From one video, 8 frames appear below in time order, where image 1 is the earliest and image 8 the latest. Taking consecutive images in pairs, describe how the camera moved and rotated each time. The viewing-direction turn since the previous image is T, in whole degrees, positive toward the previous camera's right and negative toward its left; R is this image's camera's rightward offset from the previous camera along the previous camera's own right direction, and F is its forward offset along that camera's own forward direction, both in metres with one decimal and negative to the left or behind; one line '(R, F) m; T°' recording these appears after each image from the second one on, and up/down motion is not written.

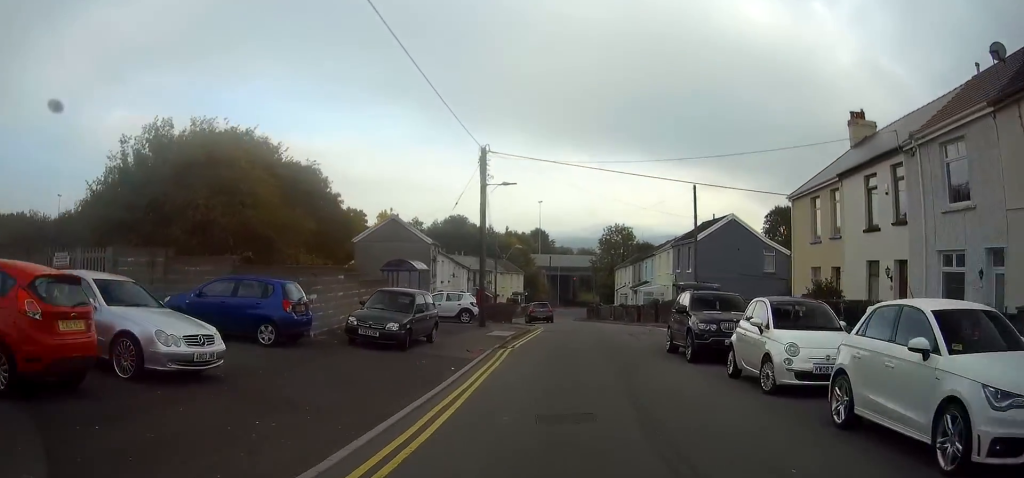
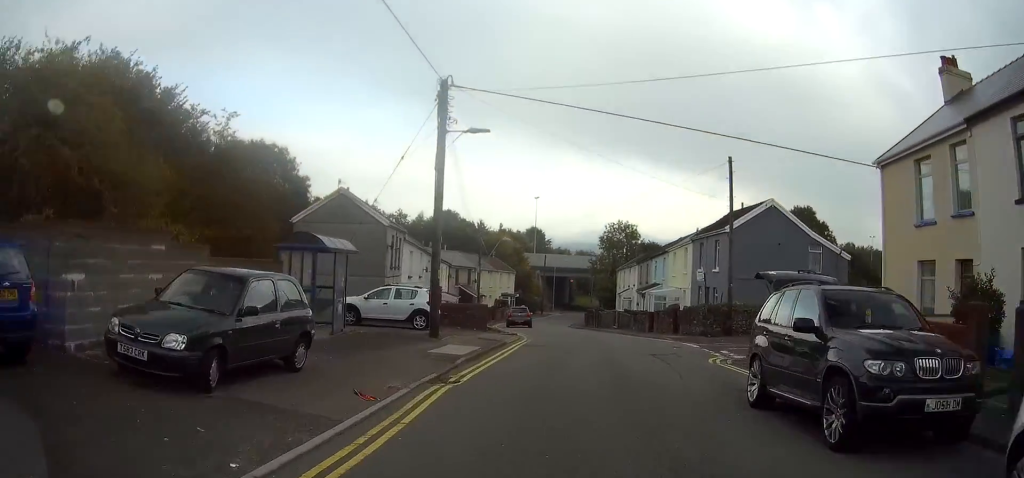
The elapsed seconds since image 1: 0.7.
(0.0, +8.2) m; -1°
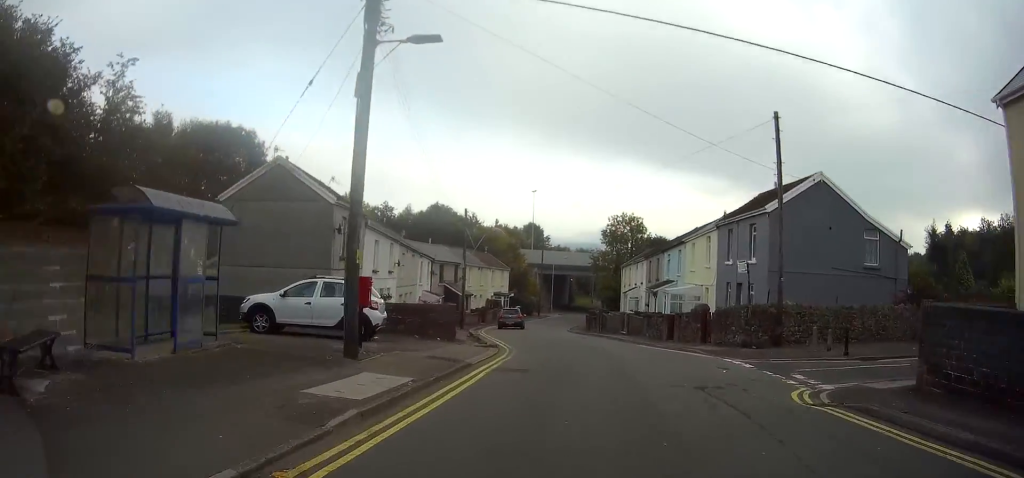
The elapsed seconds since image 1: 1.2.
(0.0, +6.7) m; -1°
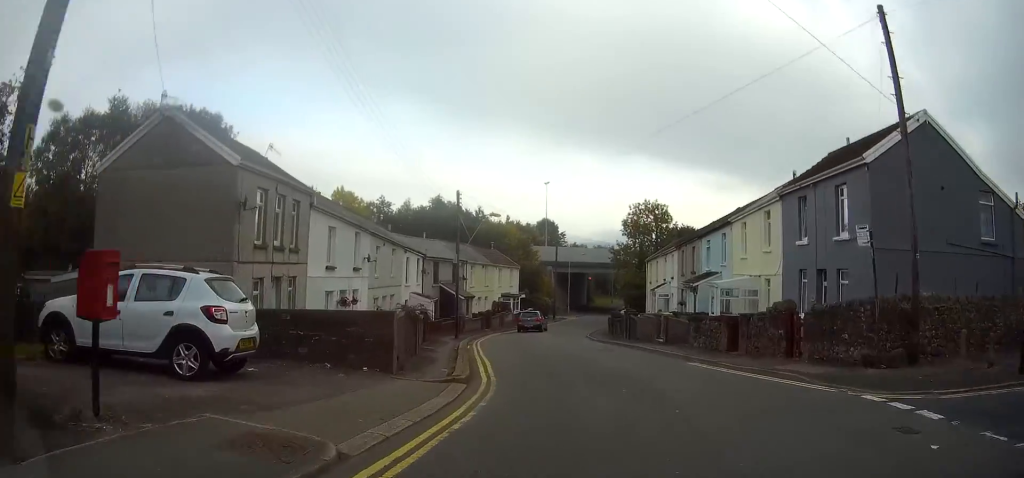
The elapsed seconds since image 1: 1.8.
(-0.1, +8.2) m; -1°
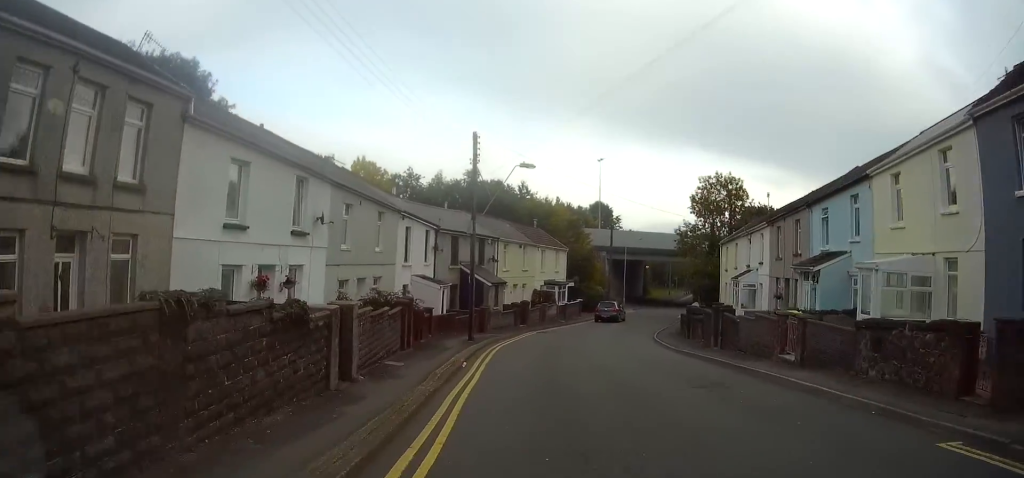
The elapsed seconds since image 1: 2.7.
(-0.1, +11.0) m; -1°
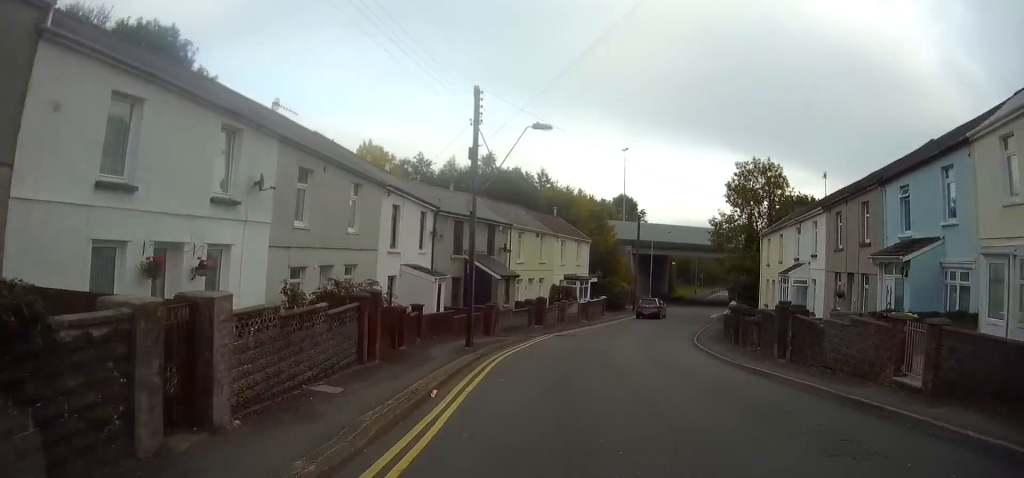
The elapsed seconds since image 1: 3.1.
(0.0, +5.3) m; -1°
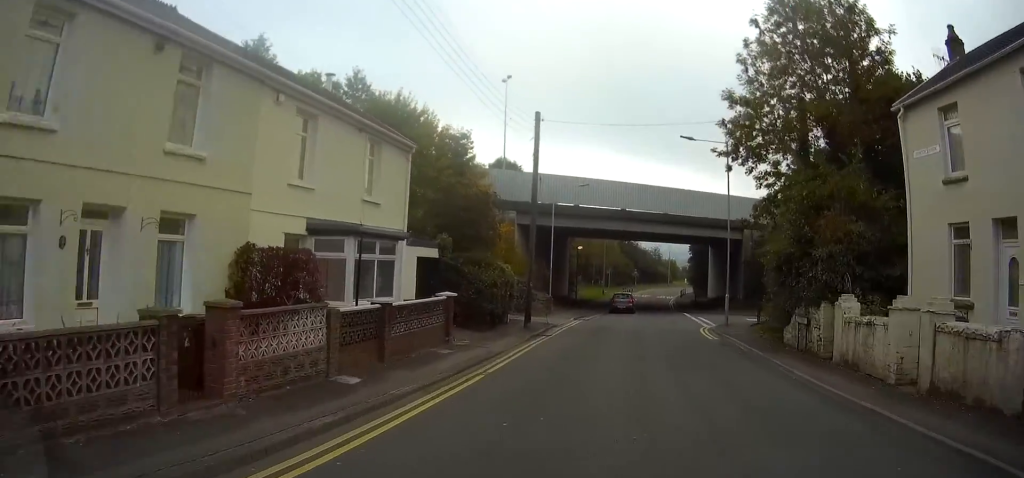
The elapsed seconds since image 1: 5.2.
(+0.5, +29.9) m; +5°
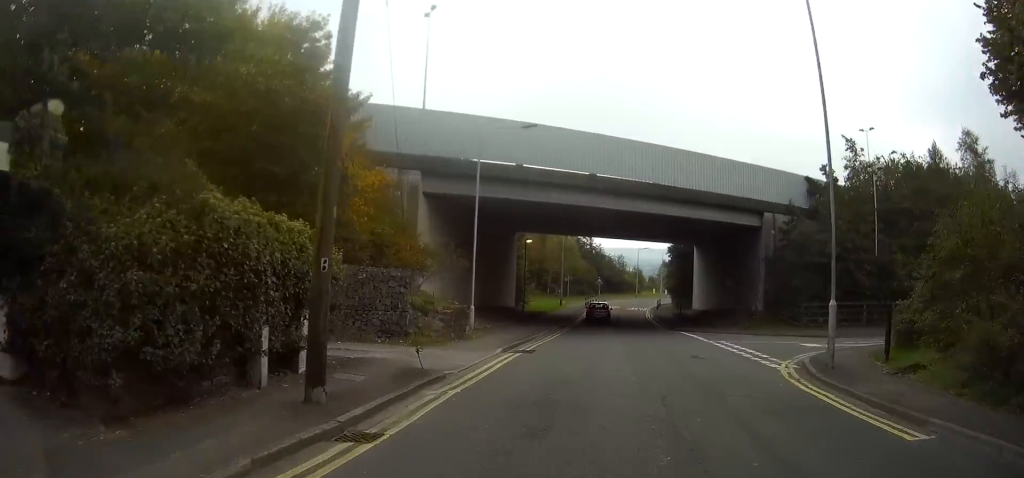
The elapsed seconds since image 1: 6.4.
(+0.8, +16.7) m; +5°
